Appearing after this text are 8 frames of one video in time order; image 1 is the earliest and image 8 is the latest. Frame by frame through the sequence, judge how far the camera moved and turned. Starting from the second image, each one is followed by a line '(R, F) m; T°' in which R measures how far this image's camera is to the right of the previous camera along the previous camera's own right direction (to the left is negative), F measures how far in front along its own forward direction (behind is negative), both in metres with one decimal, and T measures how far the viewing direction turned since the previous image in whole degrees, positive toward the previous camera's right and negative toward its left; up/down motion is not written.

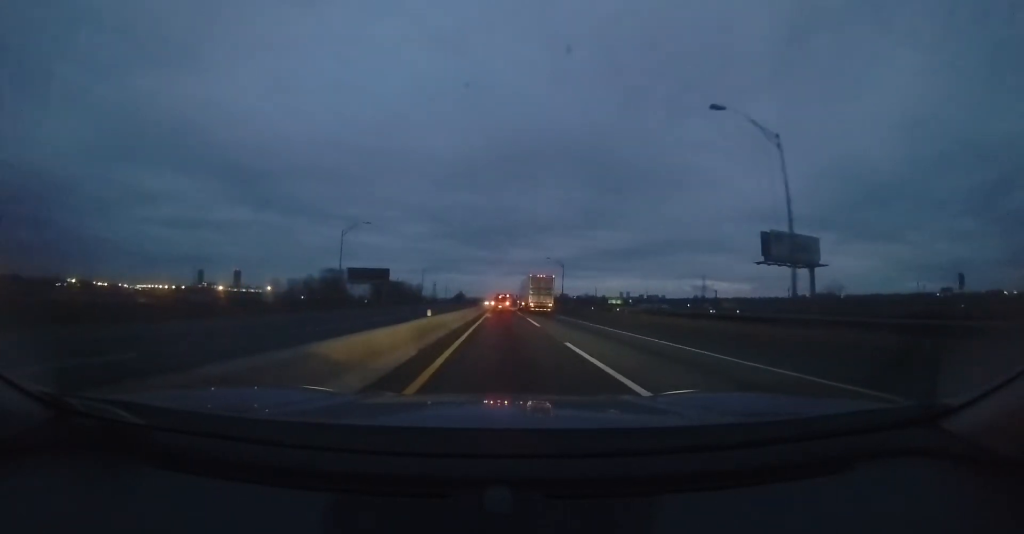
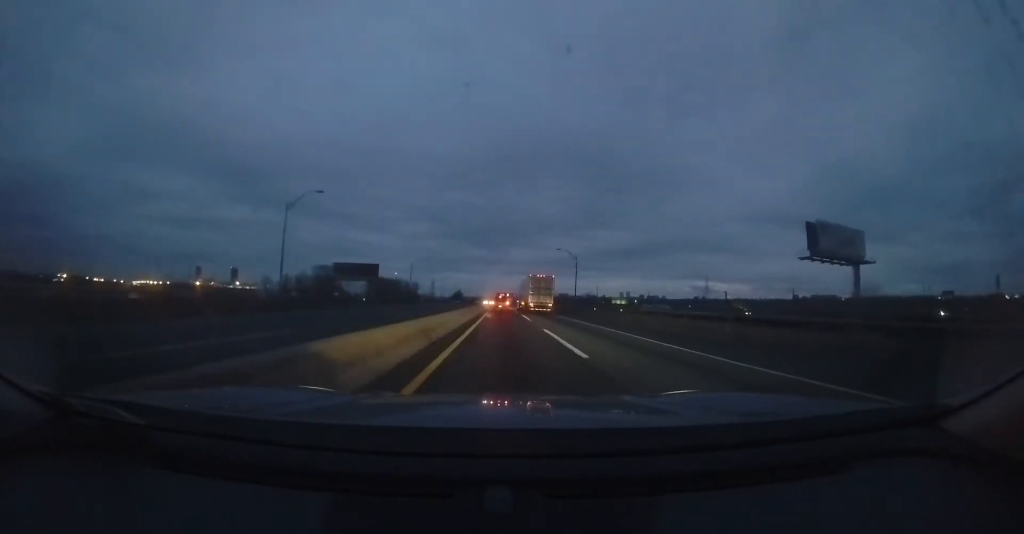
(0.0, +10.0) m; 0°
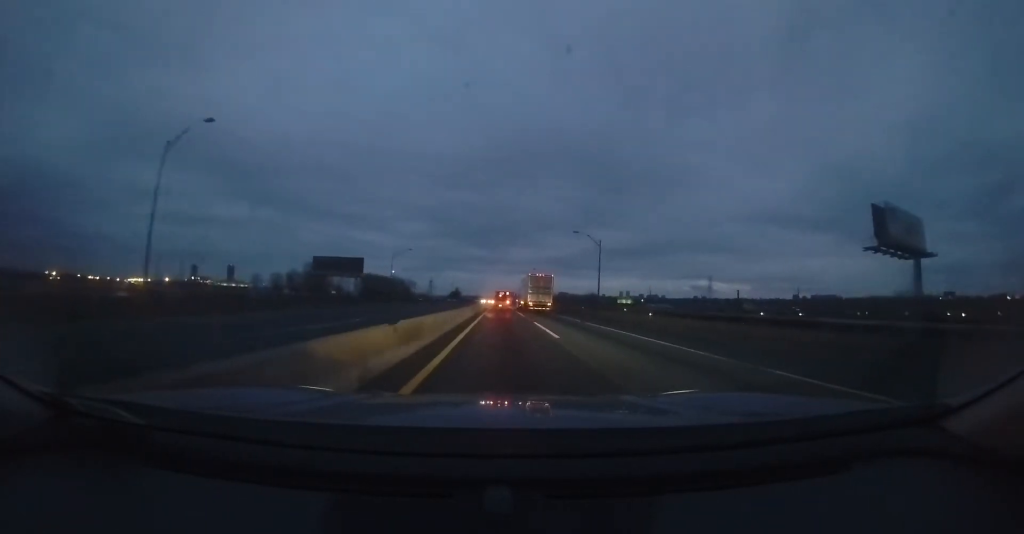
(0.0, +11.4) m; 0°
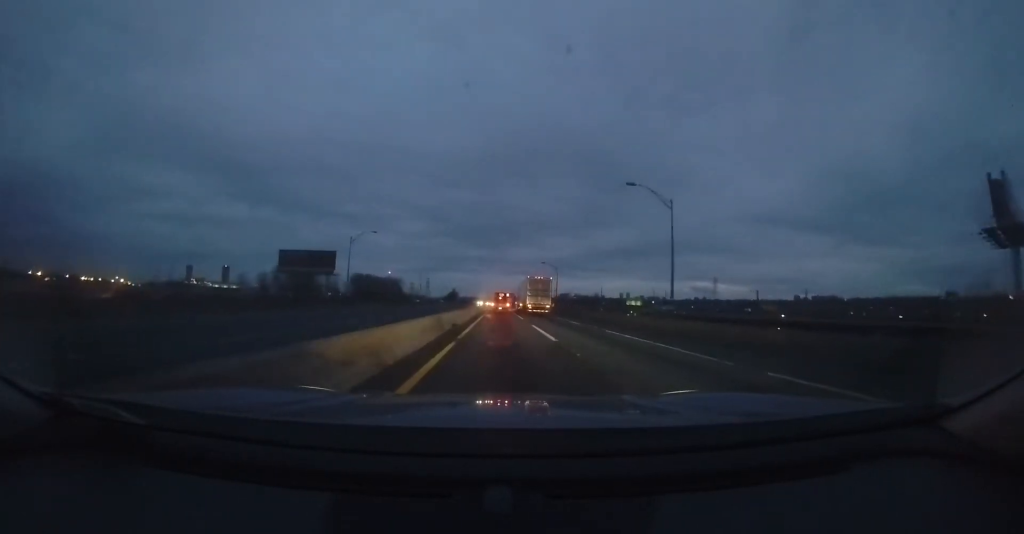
(-0.1, +15.9) m; 0°
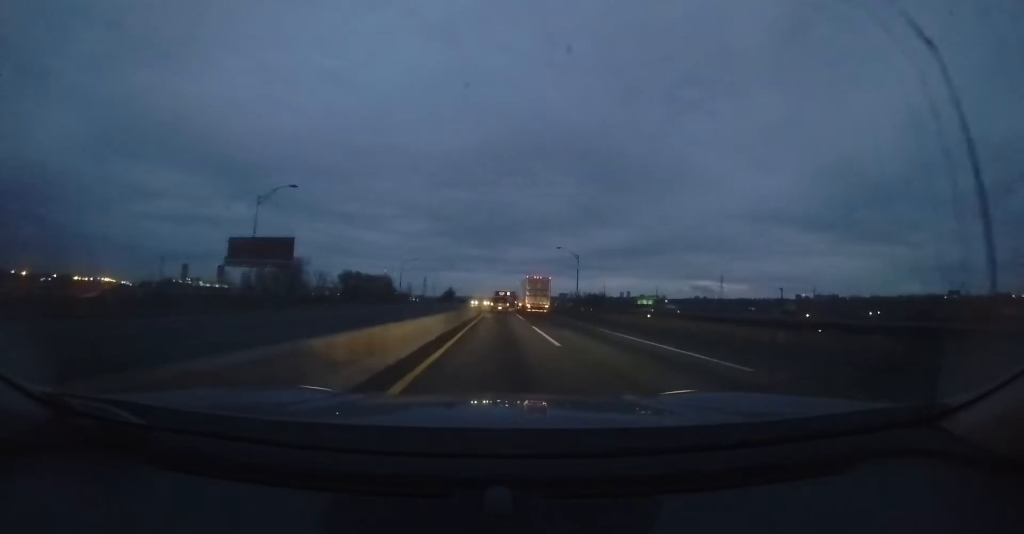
(-0.3, +16.6) m; +1°
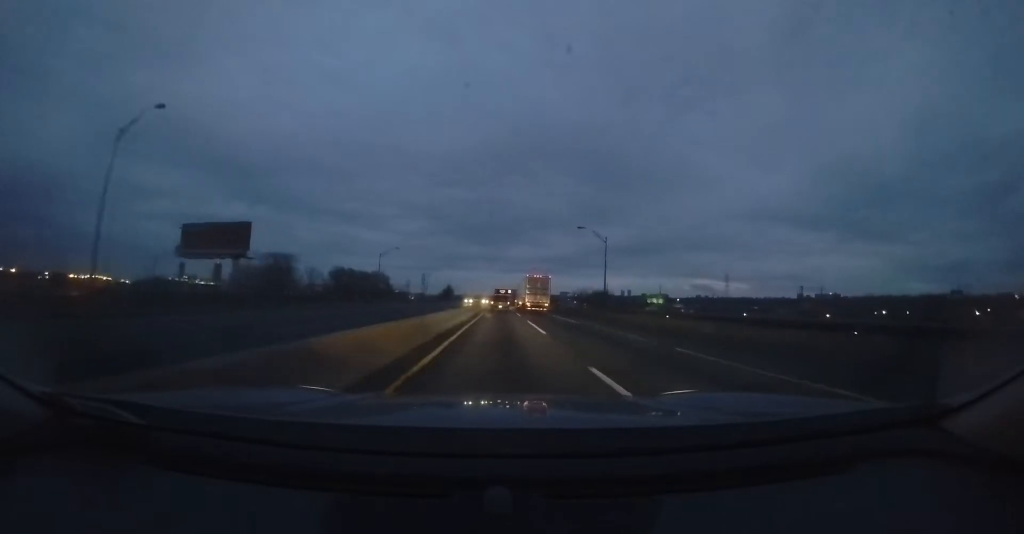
(+0.4, +11.8) m; 0°
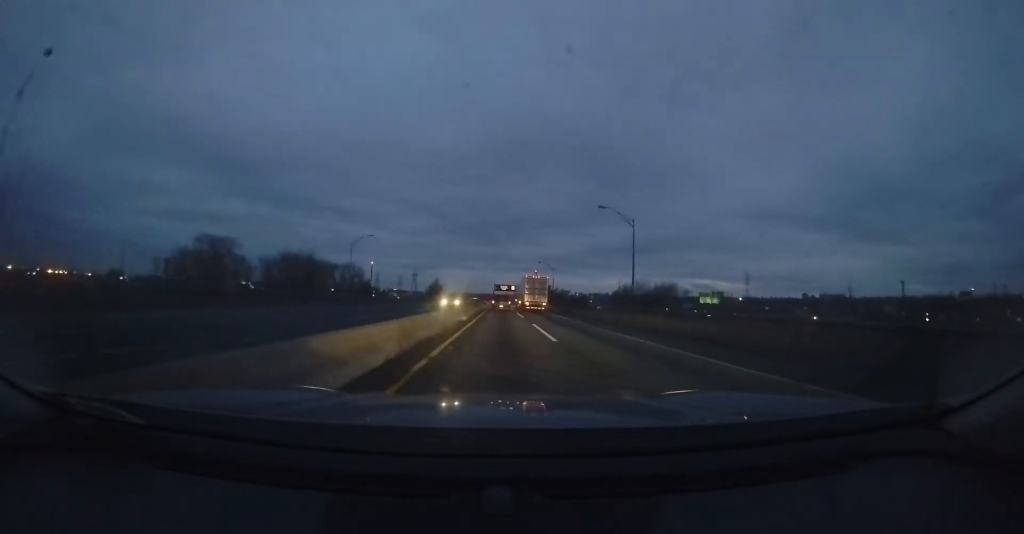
(-1.0, +47.5) m; -1°
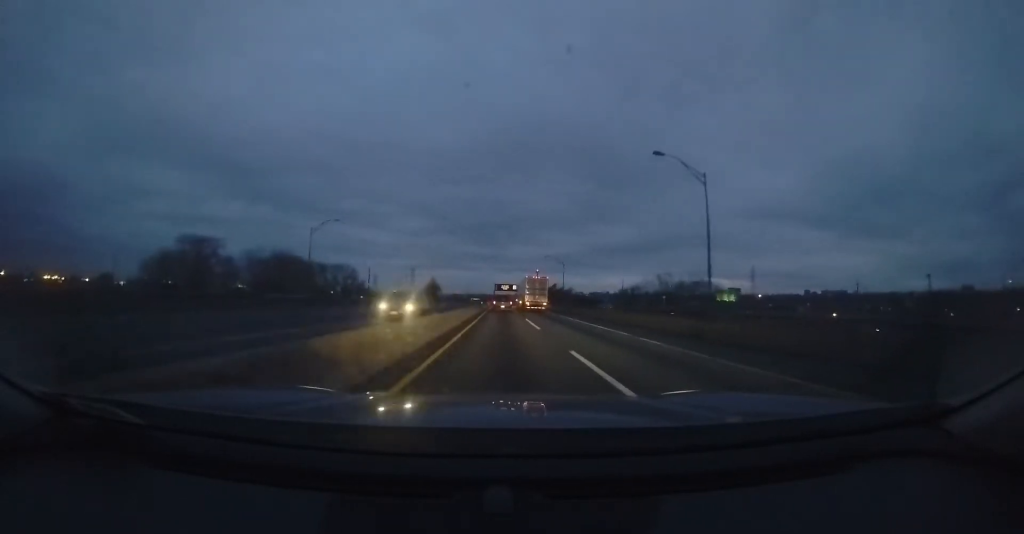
(+0.1, +10.1) m; +1°
